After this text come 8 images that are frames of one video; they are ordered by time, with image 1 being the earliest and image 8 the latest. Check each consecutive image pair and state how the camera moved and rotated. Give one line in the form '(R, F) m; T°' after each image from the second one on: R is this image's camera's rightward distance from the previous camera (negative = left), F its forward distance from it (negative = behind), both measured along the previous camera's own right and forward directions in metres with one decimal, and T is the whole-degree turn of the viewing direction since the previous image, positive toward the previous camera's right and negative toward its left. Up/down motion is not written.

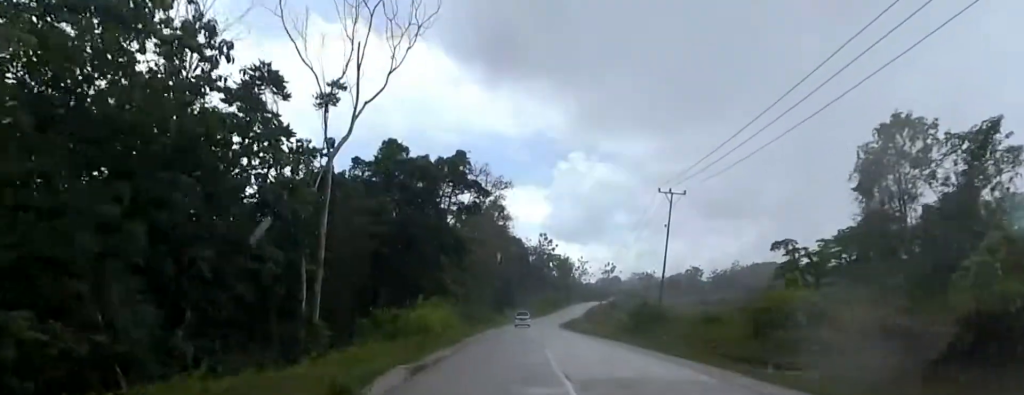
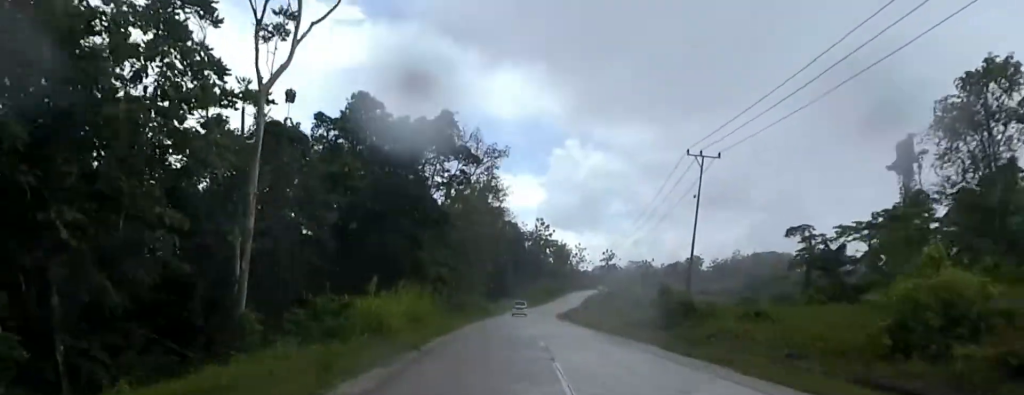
(+0.2, +8.3) m; +1°
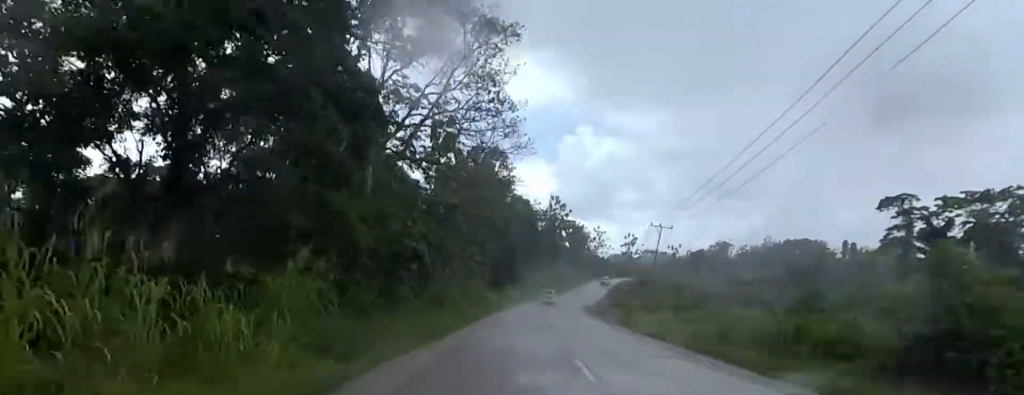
(+0.5, +22.7) m; +4°
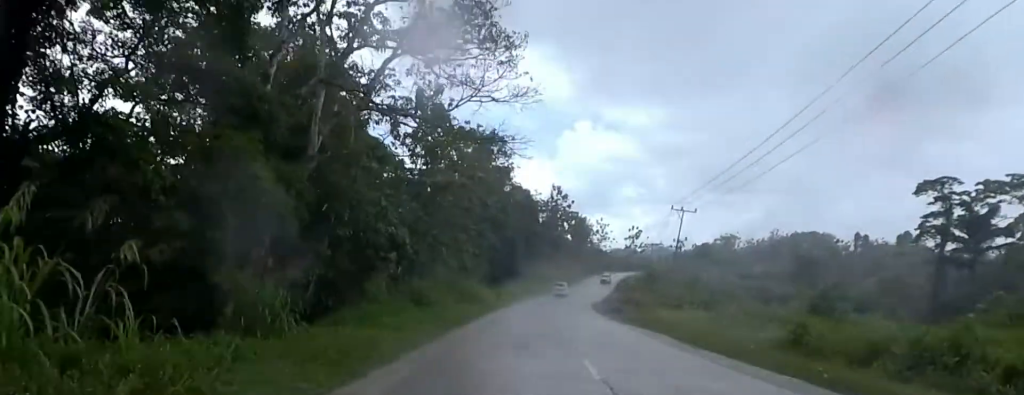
(+0.2, +7.6) m; +2°
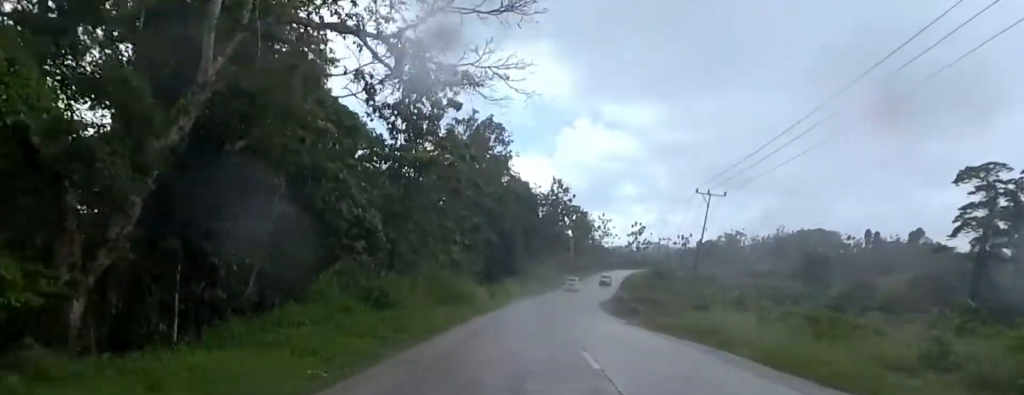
(0.0, +7.3) m; -5°
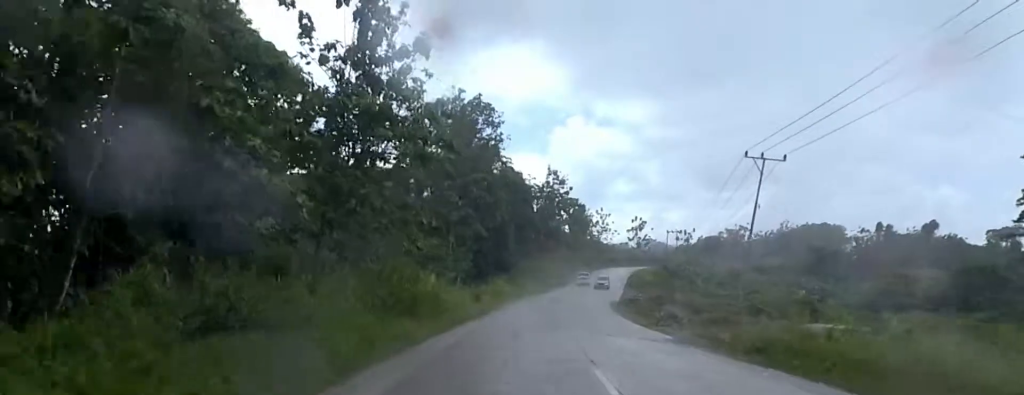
(-0.7, +10.2) m; -2°
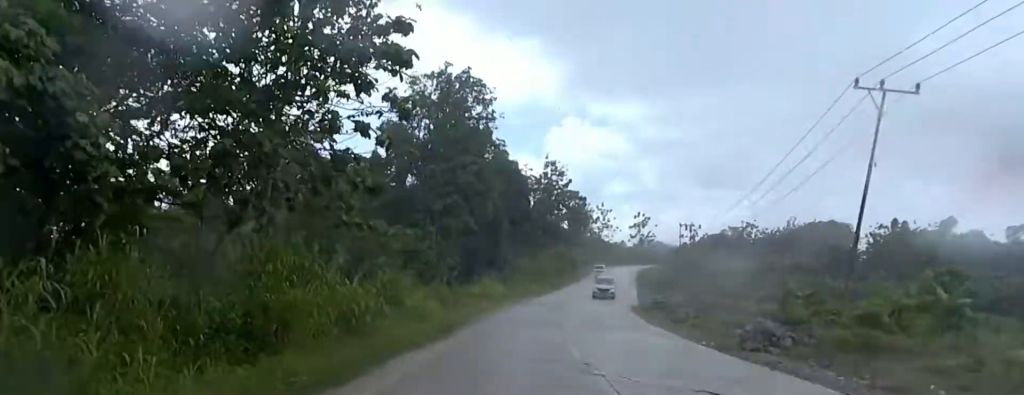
(-0.1, +10.4) m; +3°
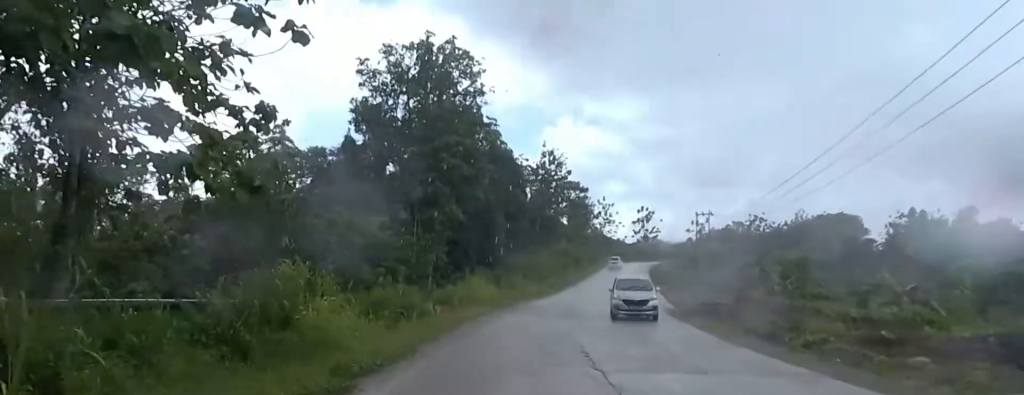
(+1.0, +10.1) m; +2°
